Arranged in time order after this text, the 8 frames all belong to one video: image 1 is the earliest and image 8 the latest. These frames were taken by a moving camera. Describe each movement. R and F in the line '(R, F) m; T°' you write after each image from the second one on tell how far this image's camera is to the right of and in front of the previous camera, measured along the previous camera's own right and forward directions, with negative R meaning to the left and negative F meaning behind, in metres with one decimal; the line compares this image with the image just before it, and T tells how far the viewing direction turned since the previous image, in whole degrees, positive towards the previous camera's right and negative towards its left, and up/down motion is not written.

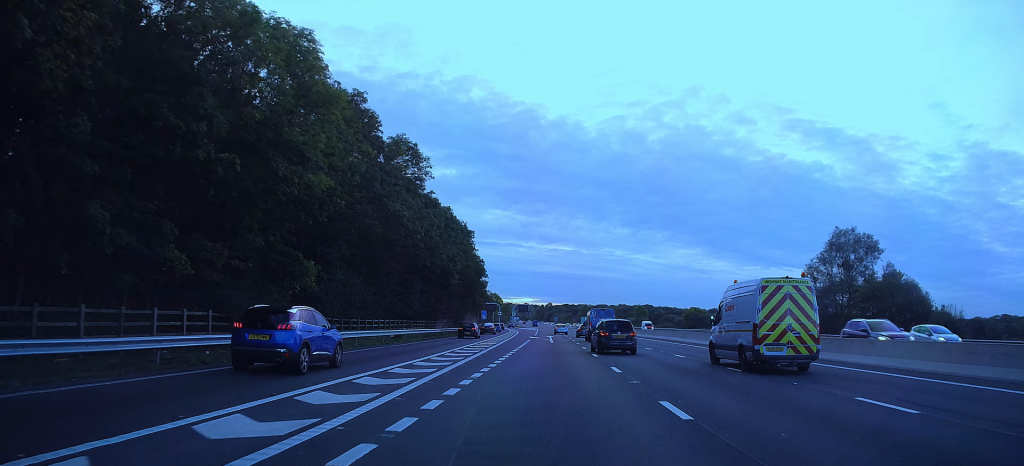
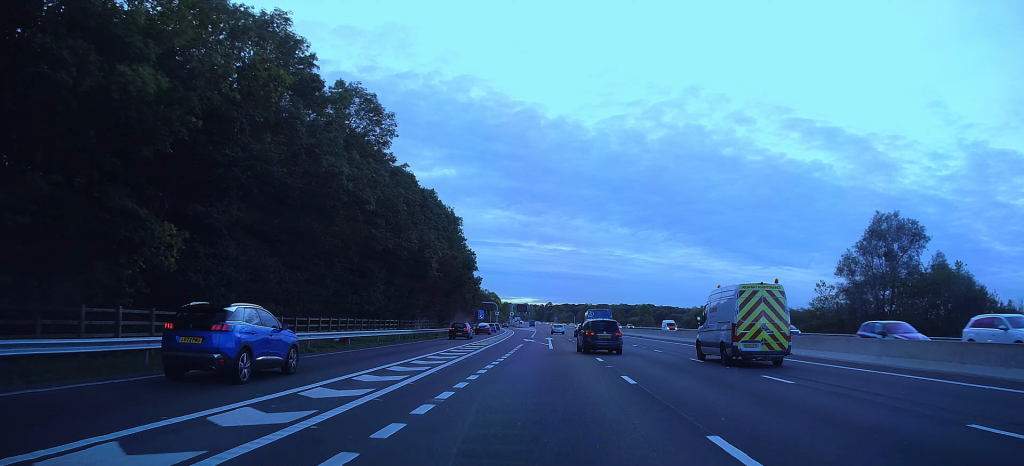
(+0.2, +12.2) m; 0°
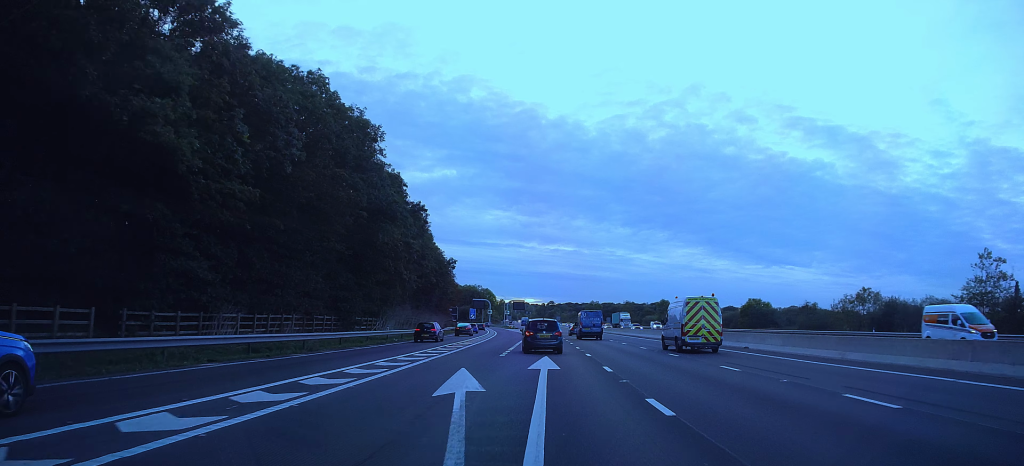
(0.0, +39.3) m; 0°
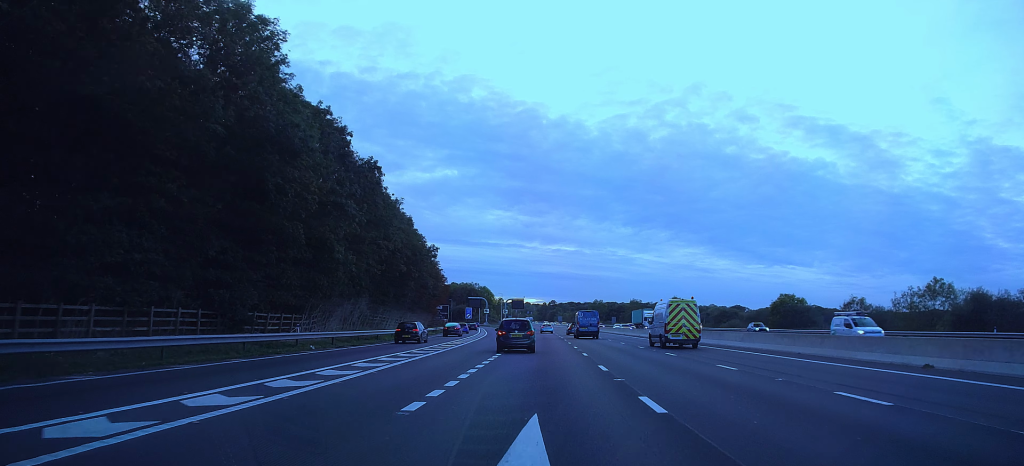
(+0.1, +17.2) m; 0°
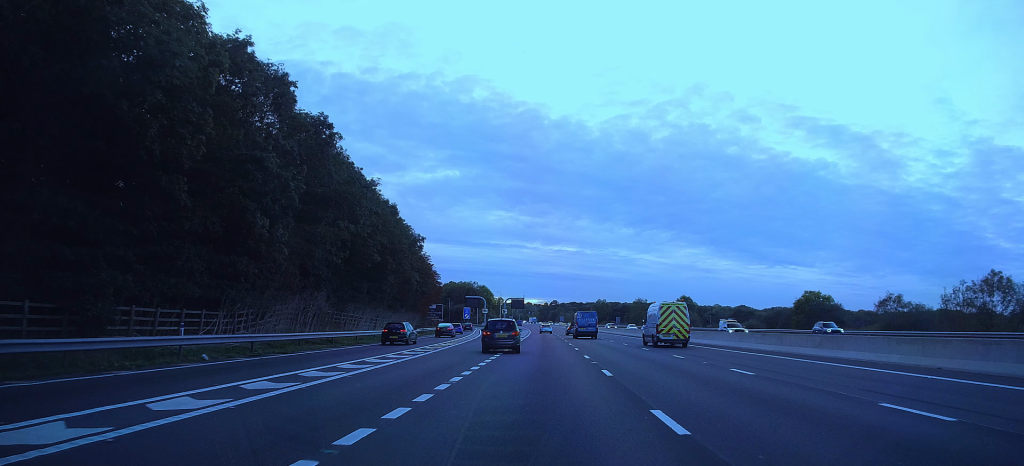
(-0.1, +10.8) m; 0°
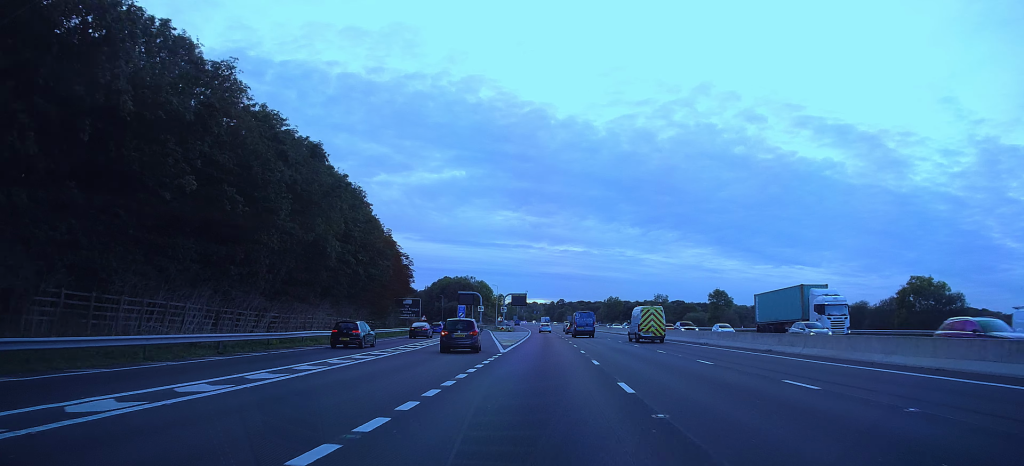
(-0.4, +29.8) m; -1°
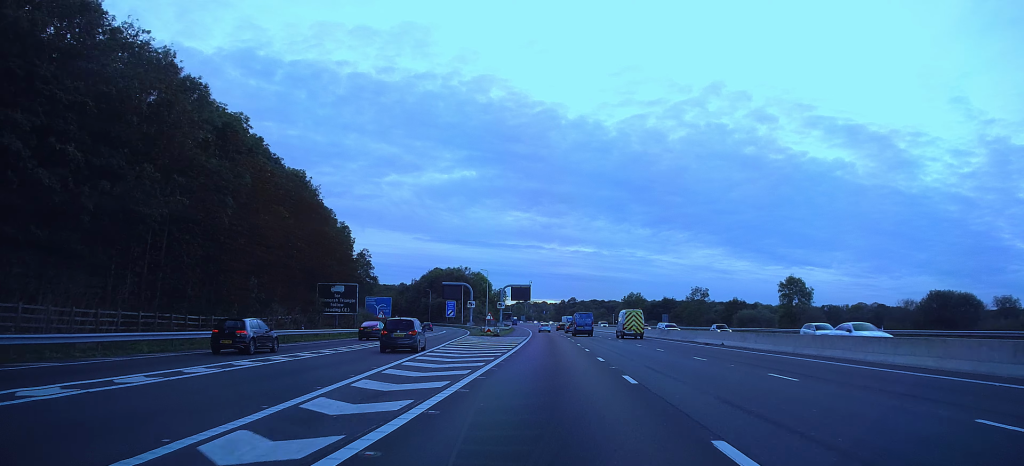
(-0.3, +41.0) m; 0°
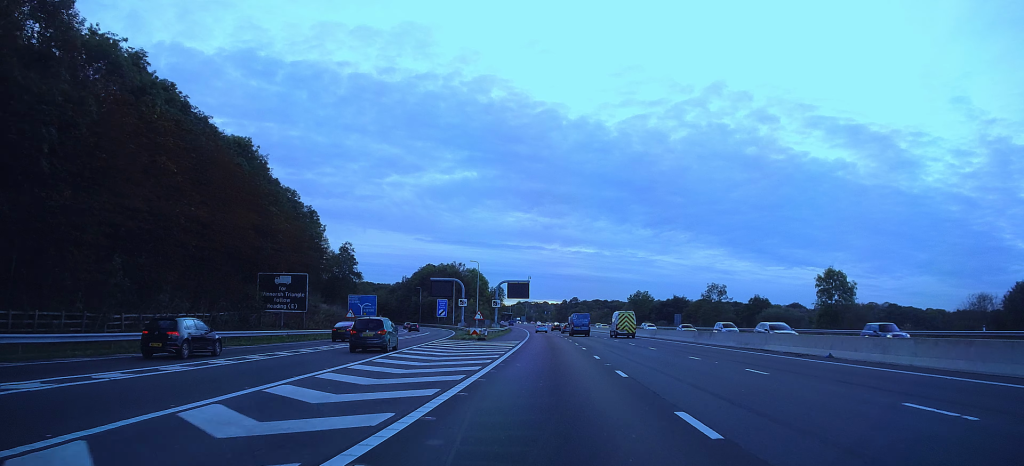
(+0.4, +15.3) m; 0°
